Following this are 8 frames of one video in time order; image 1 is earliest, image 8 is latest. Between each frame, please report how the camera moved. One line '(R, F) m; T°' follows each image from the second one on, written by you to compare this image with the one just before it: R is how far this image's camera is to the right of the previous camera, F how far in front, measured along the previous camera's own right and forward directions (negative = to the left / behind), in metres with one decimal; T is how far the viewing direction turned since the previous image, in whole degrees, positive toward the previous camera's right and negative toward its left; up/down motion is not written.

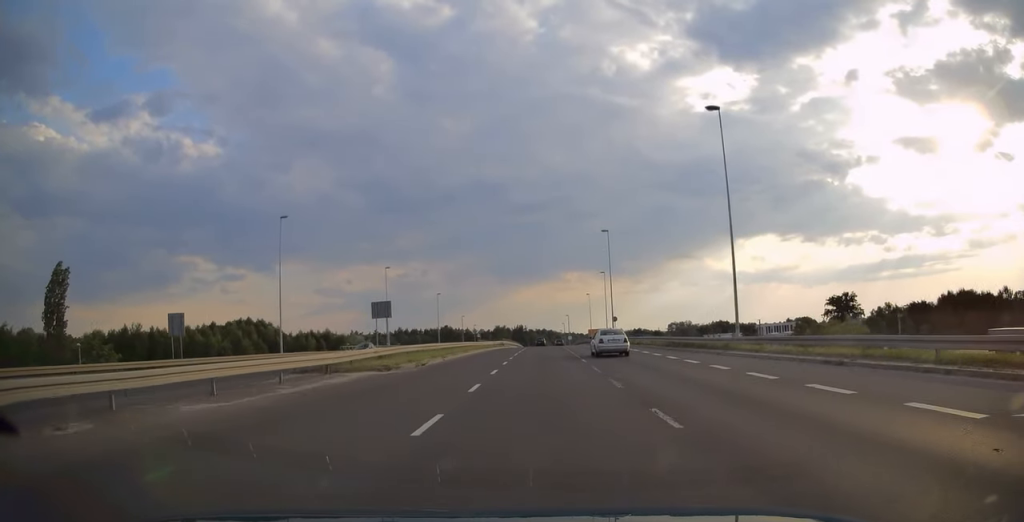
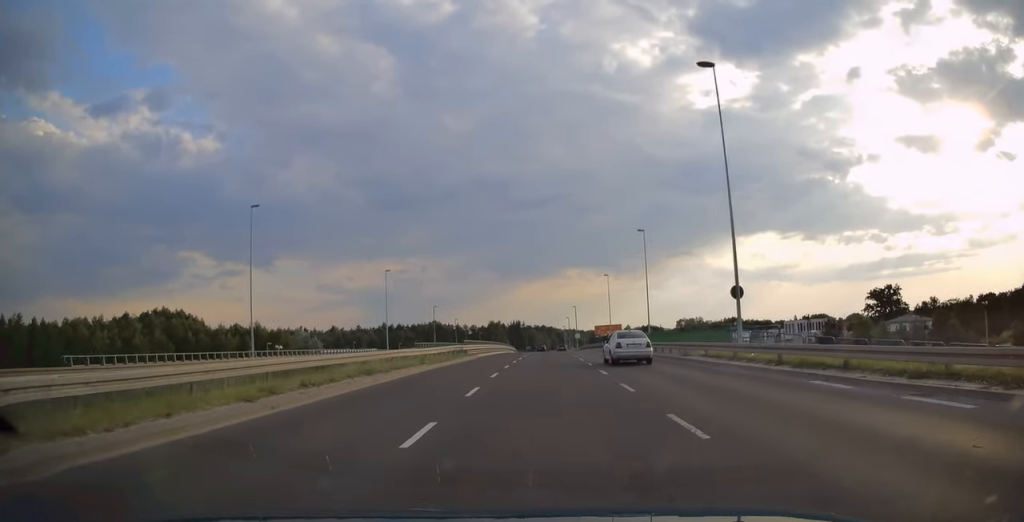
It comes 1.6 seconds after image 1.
(-0.1, +41.8) m; -1°
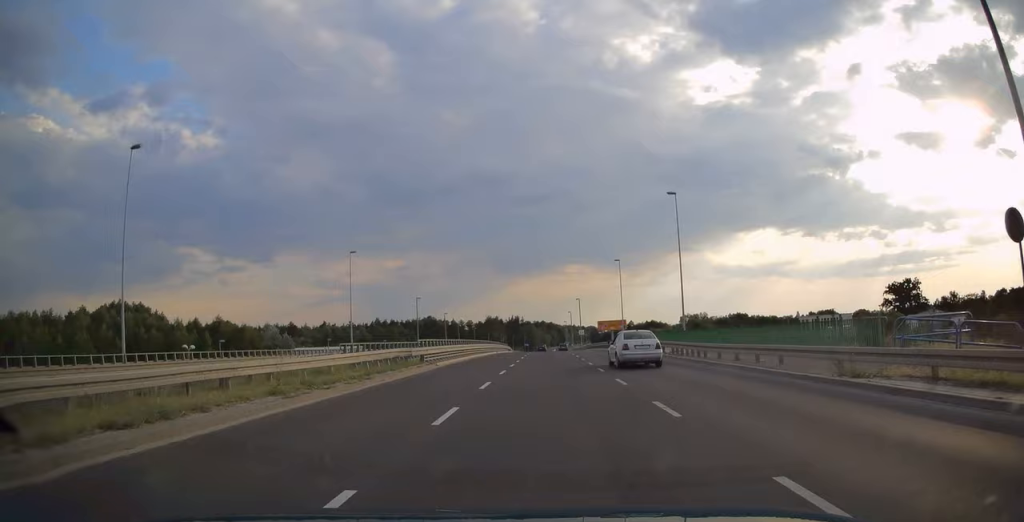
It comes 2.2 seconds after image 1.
(0.0, +16.0) m; 0°
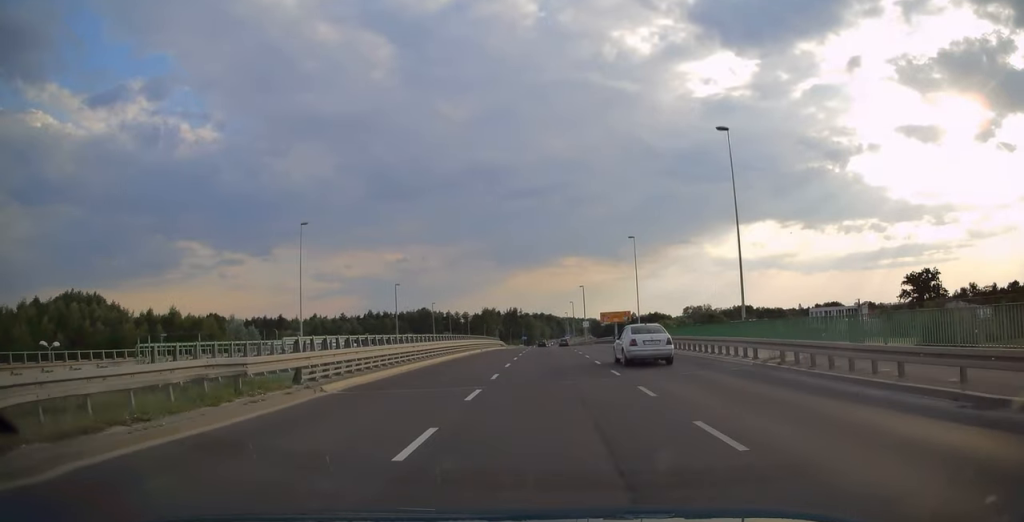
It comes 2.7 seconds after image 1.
(0.0, +14.7) m; 0°
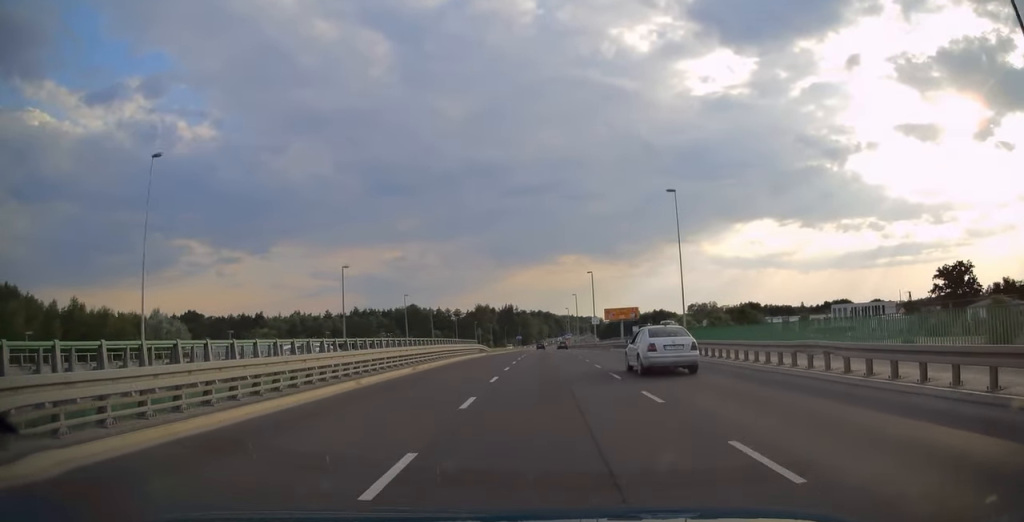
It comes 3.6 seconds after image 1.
(-0.3, +23.7) m; +1°
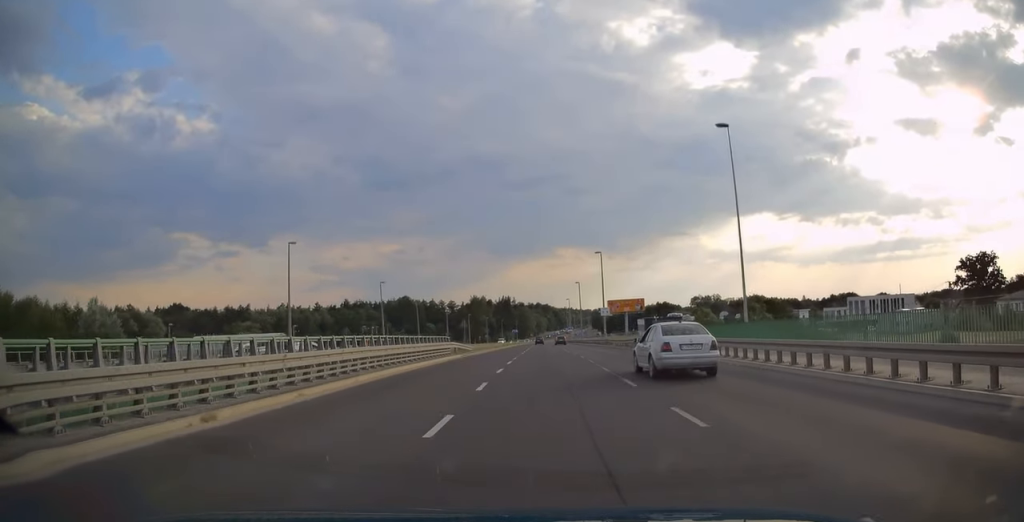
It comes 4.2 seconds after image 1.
(+0.5, +14.8) m; 0°
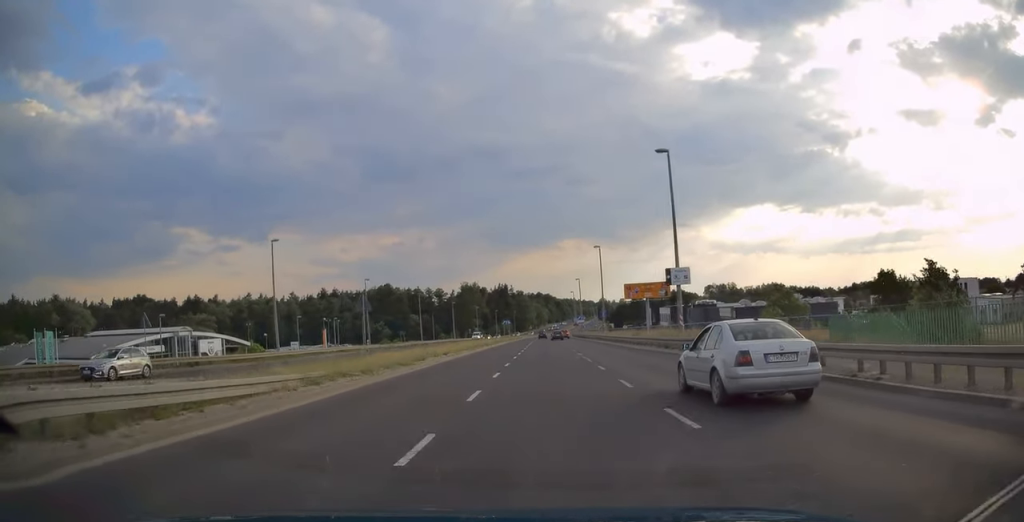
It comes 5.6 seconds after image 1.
(0.0, +37.3) m; 0°
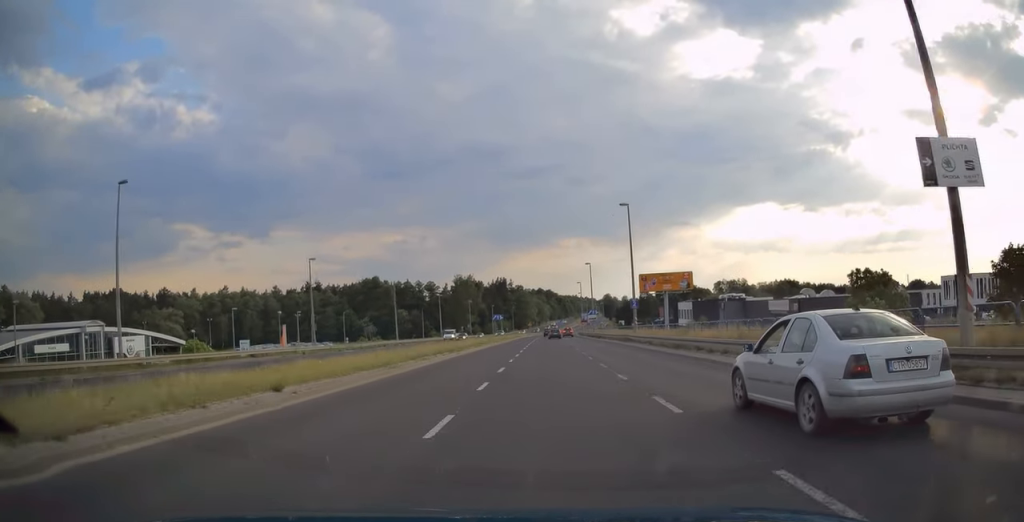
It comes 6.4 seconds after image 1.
(0.0, +22.2) m; -1°
